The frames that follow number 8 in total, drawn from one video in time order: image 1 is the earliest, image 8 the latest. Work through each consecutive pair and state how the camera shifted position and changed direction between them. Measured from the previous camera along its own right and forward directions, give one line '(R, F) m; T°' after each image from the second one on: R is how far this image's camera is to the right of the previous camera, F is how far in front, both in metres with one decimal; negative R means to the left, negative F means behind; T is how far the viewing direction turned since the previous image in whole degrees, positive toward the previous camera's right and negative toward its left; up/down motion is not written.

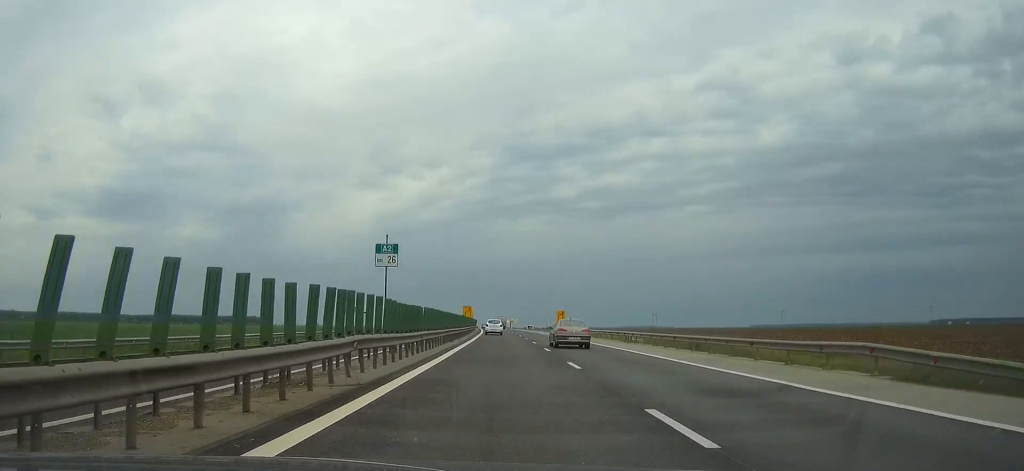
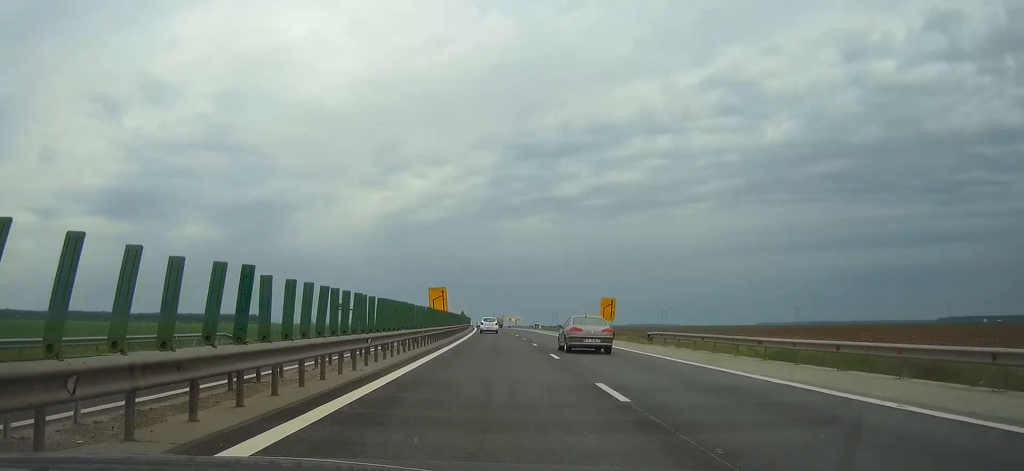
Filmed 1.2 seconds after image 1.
(-0.1, +44.8) m; 0°
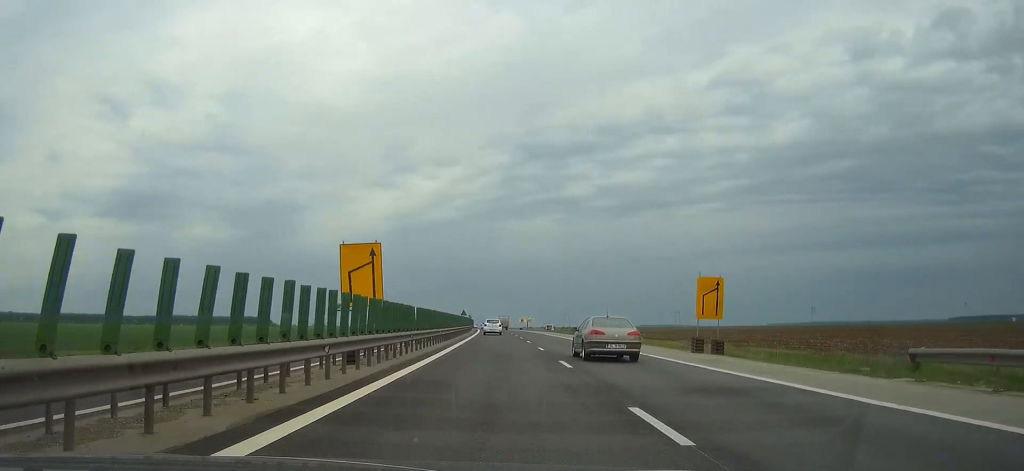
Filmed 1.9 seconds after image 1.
(-0.1, +28.1) m; -1°
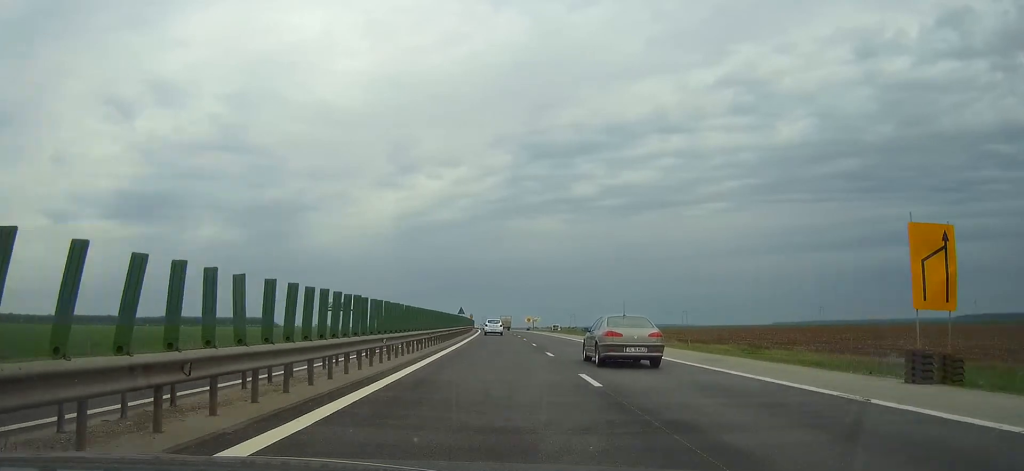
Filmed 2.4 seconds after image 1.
(-0.1, +17.9) m; 0°
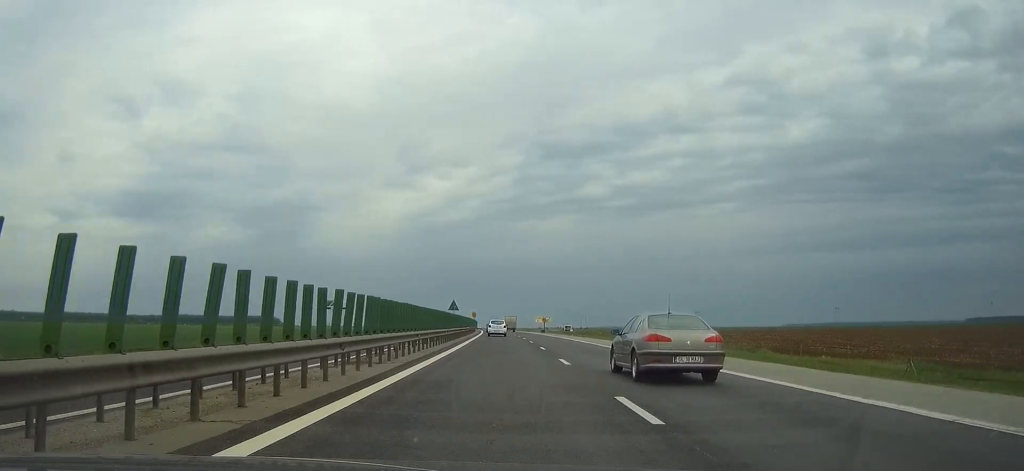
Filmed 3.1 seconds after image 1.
(-0.2, +29.3) m; -1°
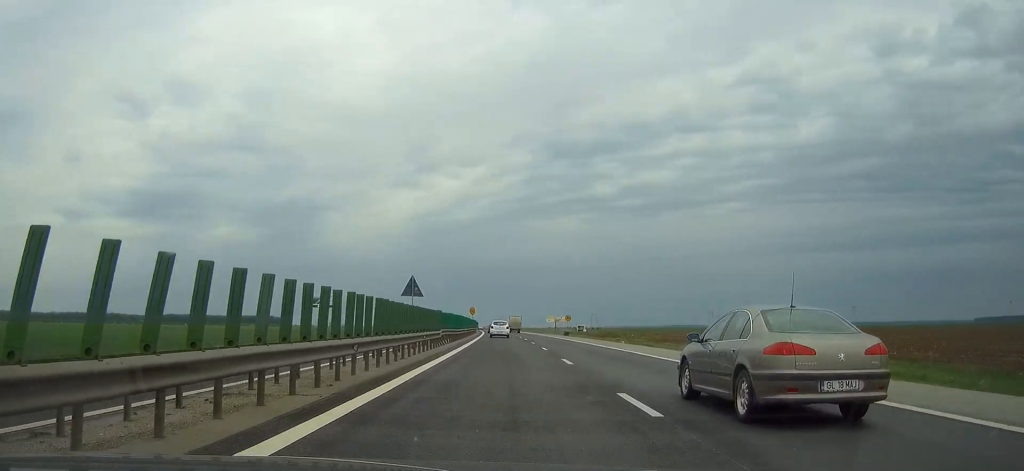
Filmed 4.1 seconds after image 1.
(-0.2, +35.6) m; -1°
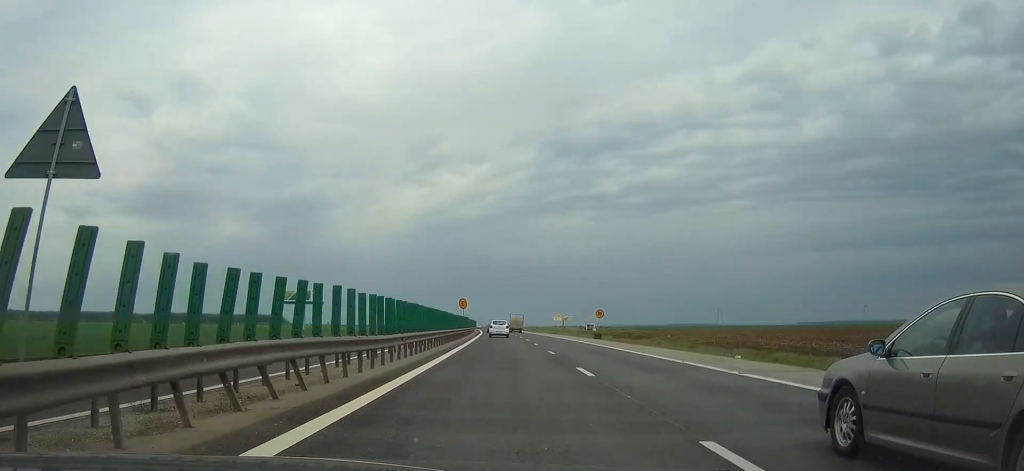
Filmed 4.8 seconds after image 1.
(-0.3, +29.3) m; -1°
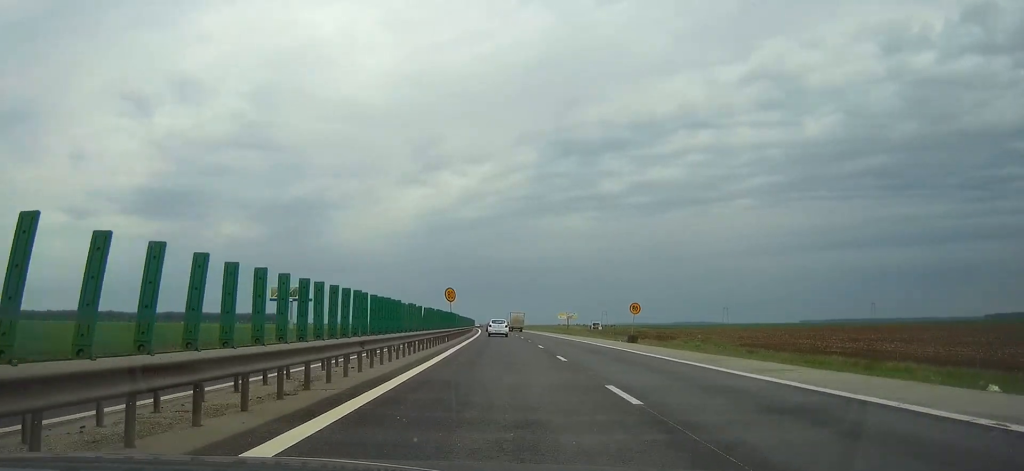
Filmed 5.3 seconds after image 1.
(-0.1, +17.8) m; 0°
